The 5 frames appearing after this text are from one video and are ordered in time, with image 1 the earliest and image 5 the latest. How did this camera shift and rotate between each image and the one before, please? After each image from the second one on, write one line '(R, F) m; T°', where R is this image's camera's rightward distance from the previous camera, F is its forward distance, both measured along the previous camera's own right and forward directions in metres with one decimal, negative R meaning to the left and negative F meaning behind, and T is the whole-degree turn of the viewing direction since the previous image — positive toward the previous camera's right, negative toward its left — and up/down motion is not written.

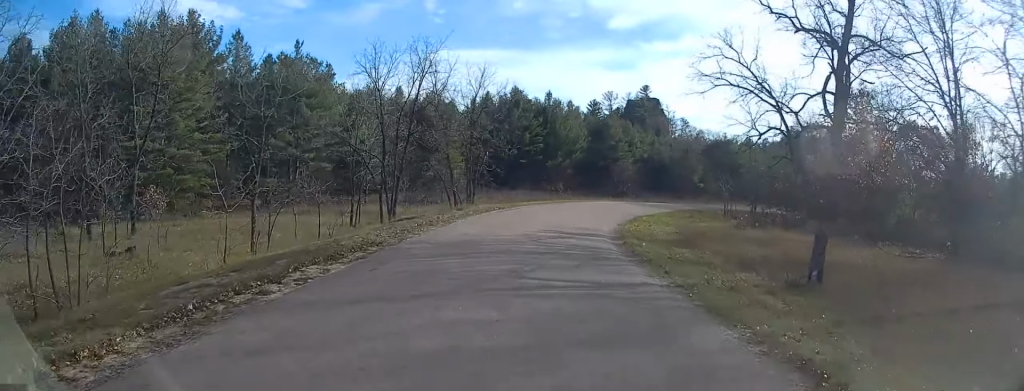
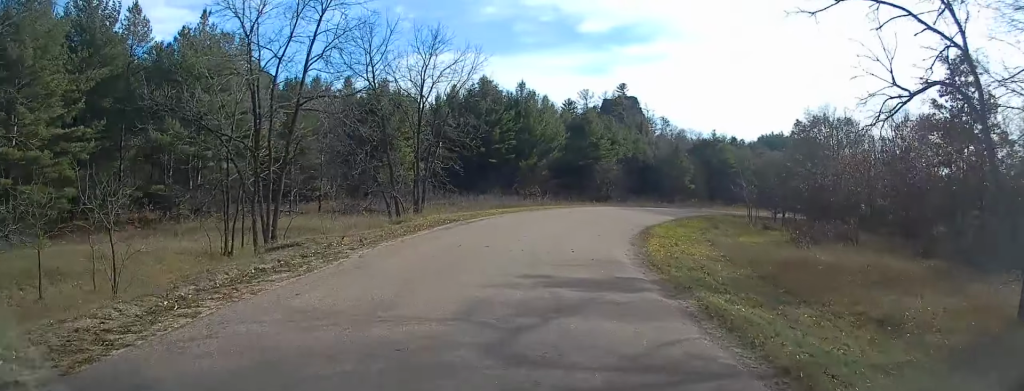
(-0.2, +14.5) m; +3°
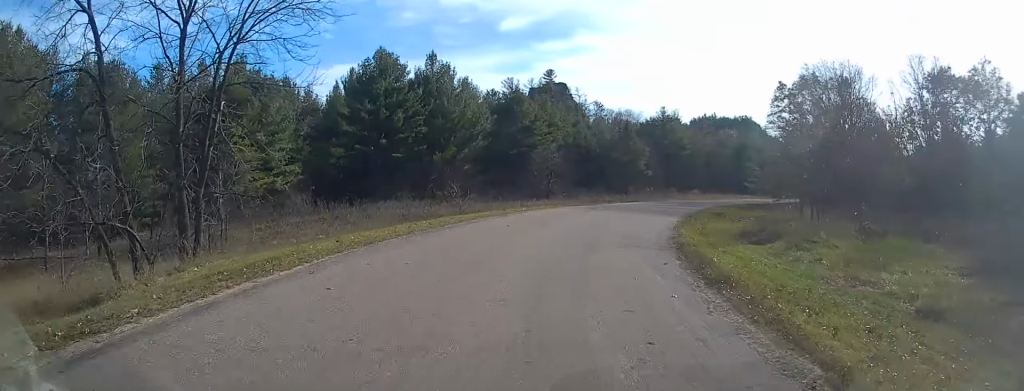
(+1.5, +22.2) m; +8°
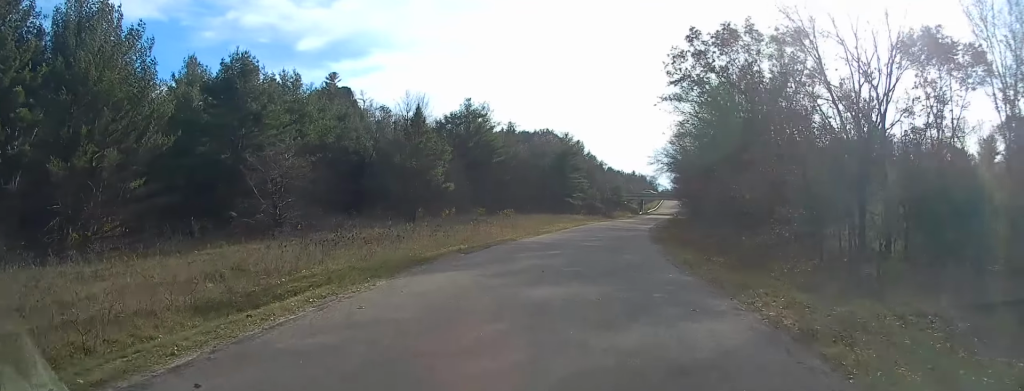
(+6.2, +36.8) m; +18°
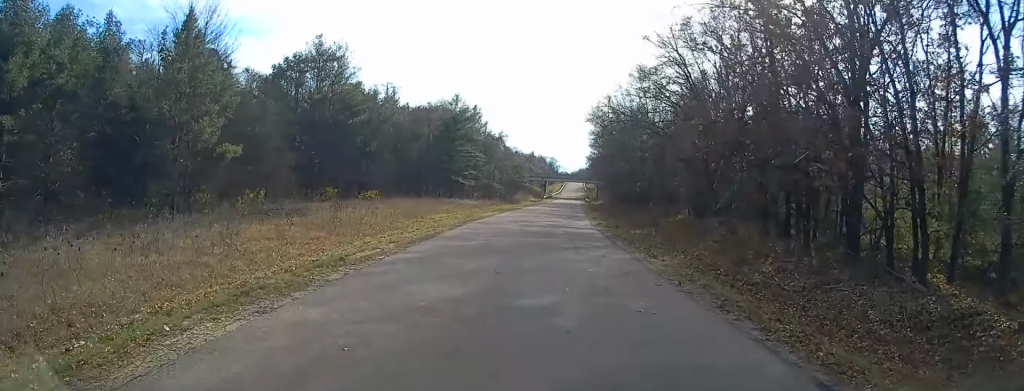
(+2.1, +30.0) m; +6°
